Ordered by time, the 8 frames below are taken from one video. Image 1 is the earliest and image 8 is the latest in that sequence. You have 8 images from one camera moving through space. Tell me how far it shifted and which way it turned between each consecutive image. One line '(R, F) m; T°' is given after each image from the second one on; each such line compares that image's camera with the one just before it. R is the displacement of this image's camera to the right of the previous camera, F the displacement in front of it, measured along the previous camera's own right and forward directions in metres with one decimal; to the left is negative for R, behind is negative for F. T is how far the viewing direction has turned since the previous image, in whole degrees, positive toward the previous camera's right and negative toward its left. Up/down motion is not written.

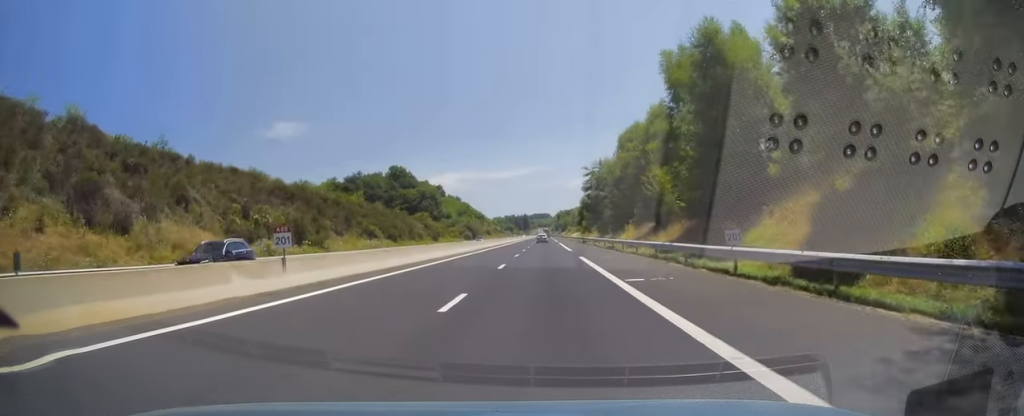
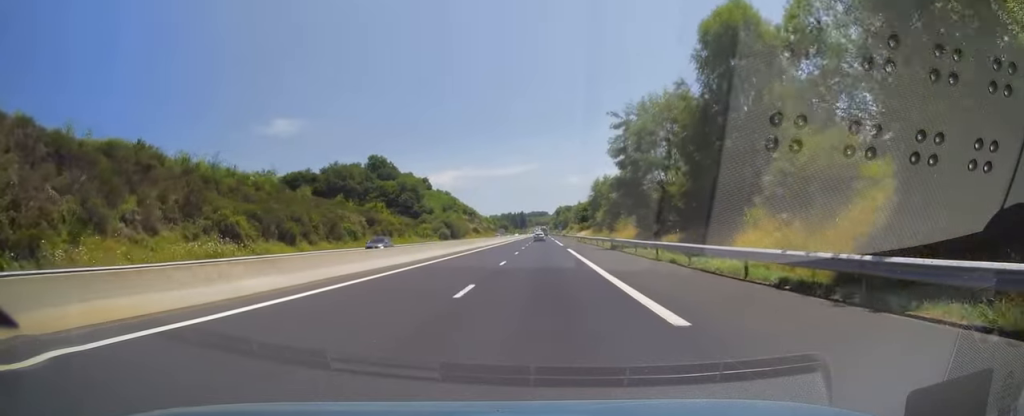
(-0.1, +37.4) m; 0°
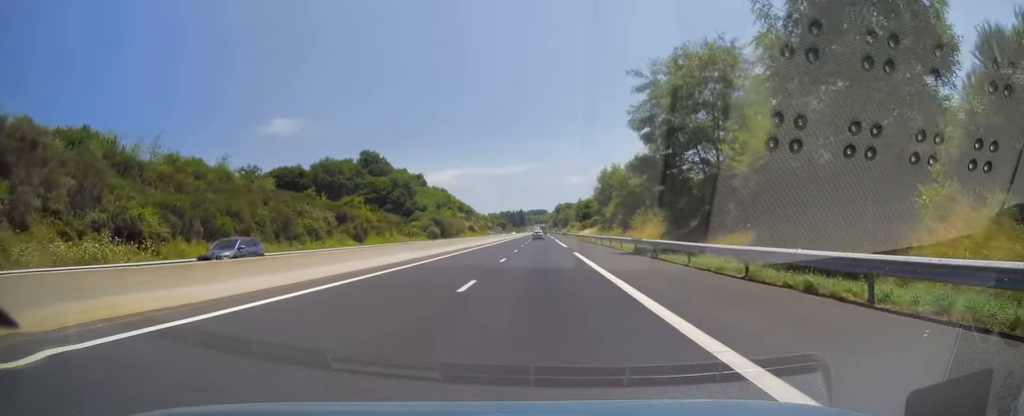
(0.0, +12.3) m; 0°
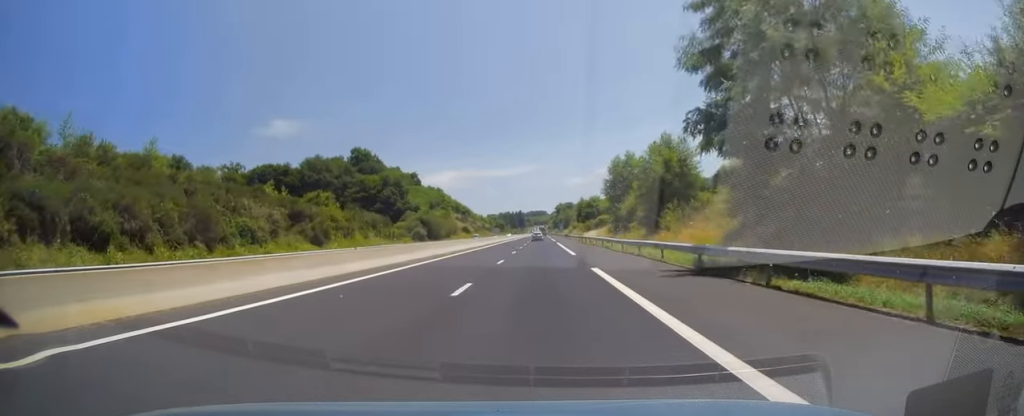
(0.0, +13.8) m; 0°
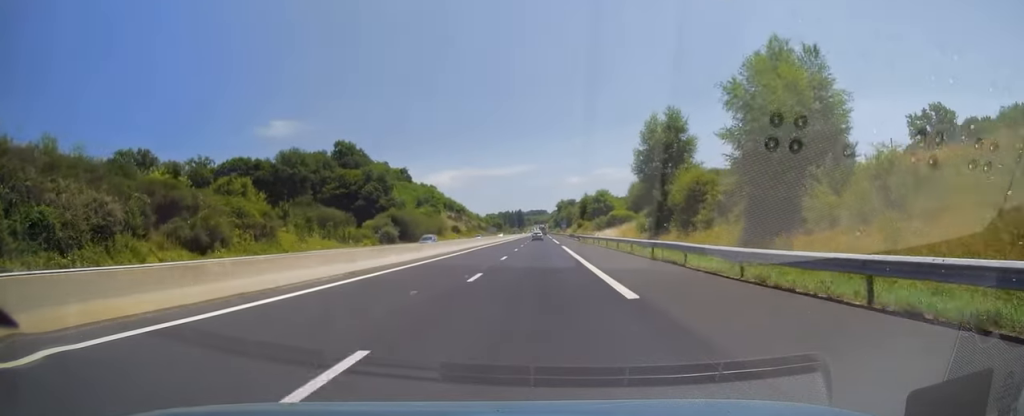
(0.0, +22.6) m; 0°
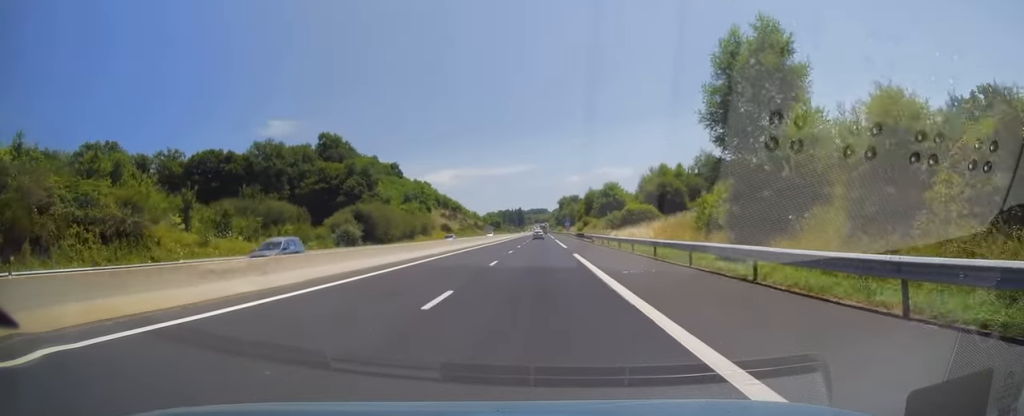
(0.0, +19.2) m; 0°
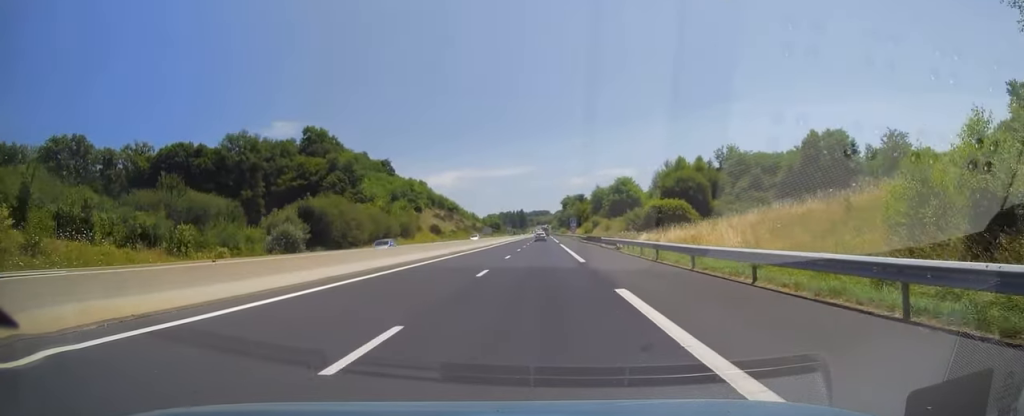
(0.0, +18.2) m; 0°
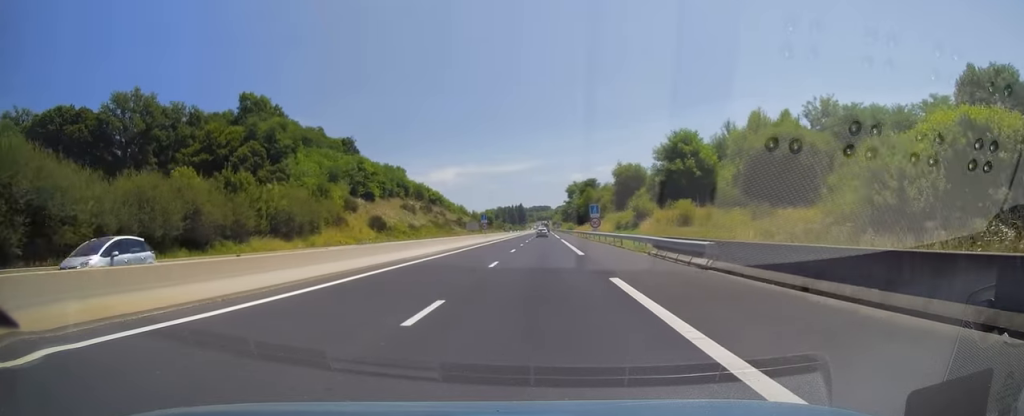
(-0.4, +50.4) m; 0°
